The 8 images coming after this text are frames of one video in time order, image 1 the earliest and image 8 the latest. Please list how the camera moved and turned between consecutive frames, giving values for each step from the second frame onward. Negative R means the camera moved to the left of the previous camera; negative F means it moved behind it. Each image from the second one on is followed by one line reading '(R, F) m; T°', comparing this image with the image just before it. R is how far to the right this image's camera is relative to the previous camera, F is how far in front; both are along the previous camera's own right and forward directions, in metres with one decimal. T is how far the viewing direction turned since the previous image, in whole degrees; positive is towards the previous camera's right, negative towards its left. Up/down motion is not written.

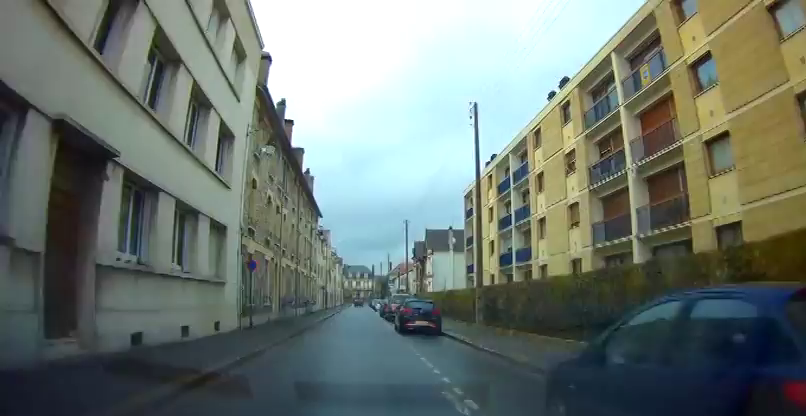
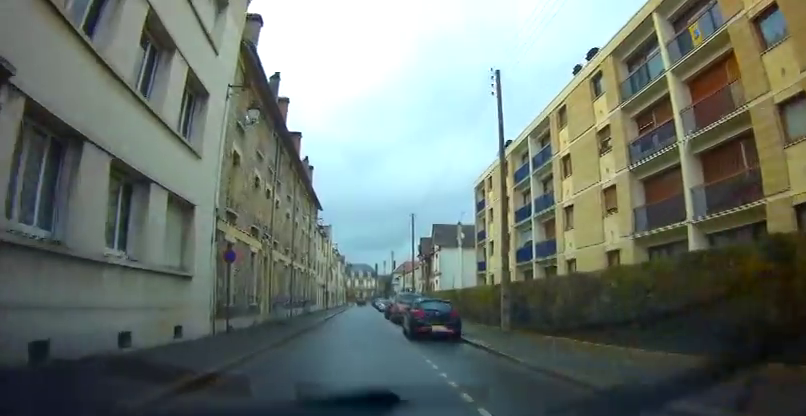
(0.0, +3.1) m; +1°
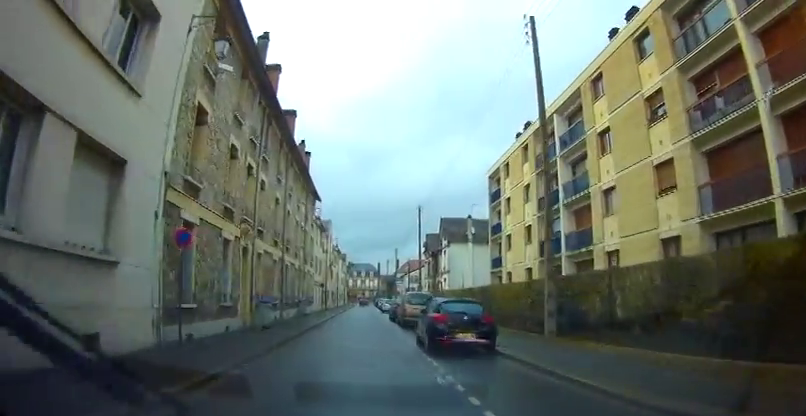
(+0.1, +3.9) m; 0°
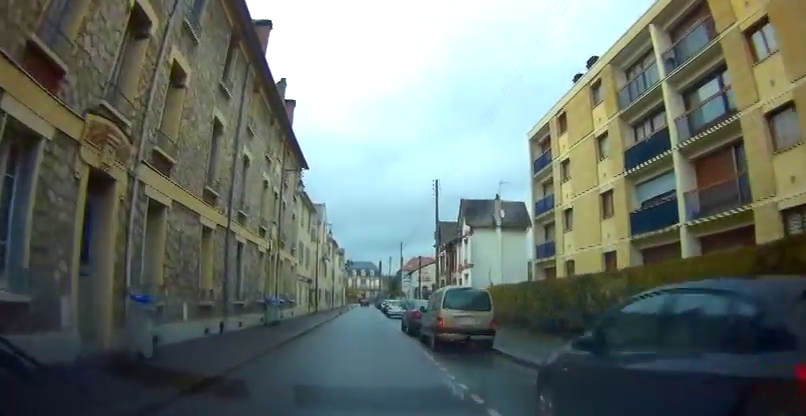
(0.0, +10.1) m; -1°
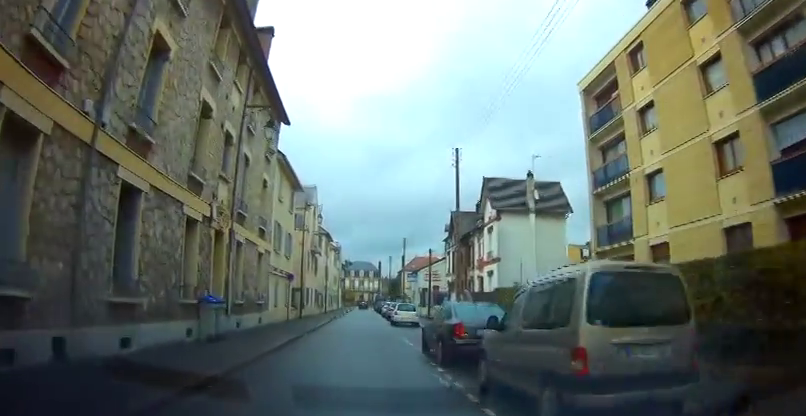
(-0.1, +8.3) m; 0°
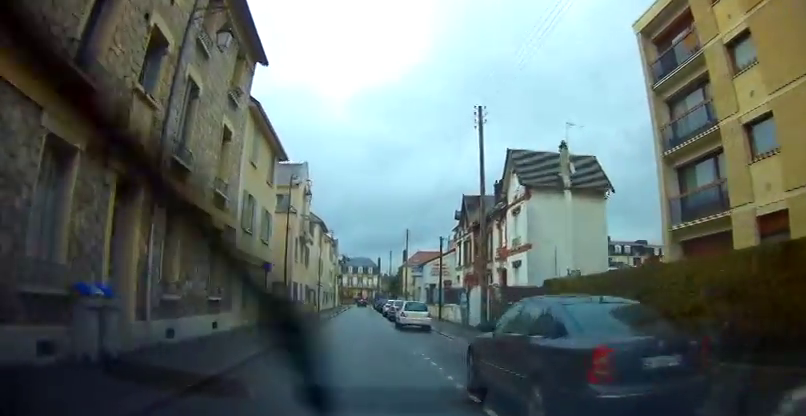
(0.0, +6.0) m; 0°
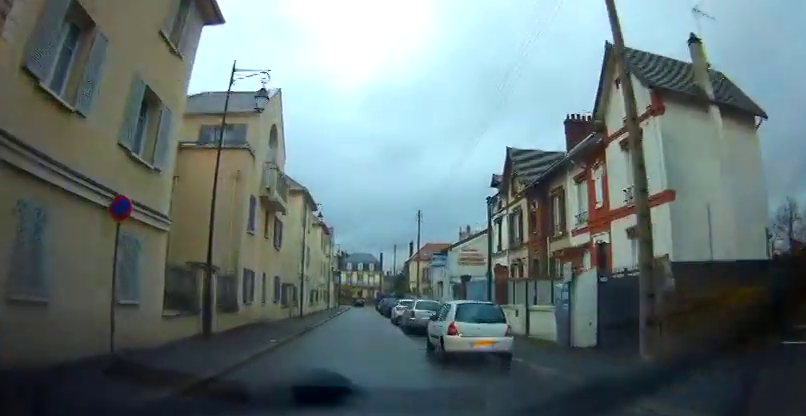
(0.0, +12.9) m; 0°
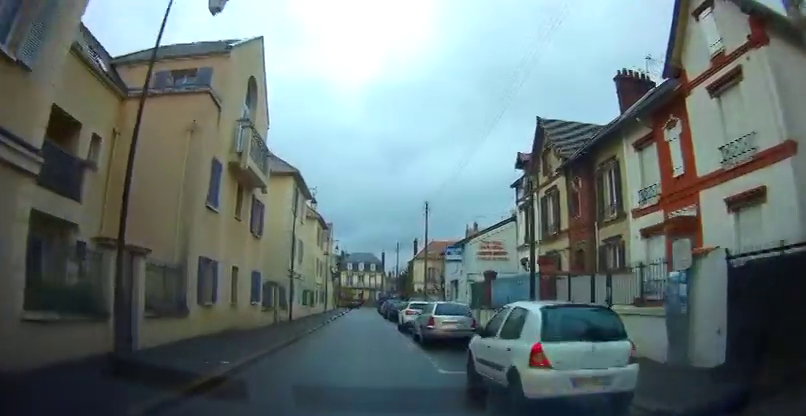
(0.0, +5.2) m; 0°
